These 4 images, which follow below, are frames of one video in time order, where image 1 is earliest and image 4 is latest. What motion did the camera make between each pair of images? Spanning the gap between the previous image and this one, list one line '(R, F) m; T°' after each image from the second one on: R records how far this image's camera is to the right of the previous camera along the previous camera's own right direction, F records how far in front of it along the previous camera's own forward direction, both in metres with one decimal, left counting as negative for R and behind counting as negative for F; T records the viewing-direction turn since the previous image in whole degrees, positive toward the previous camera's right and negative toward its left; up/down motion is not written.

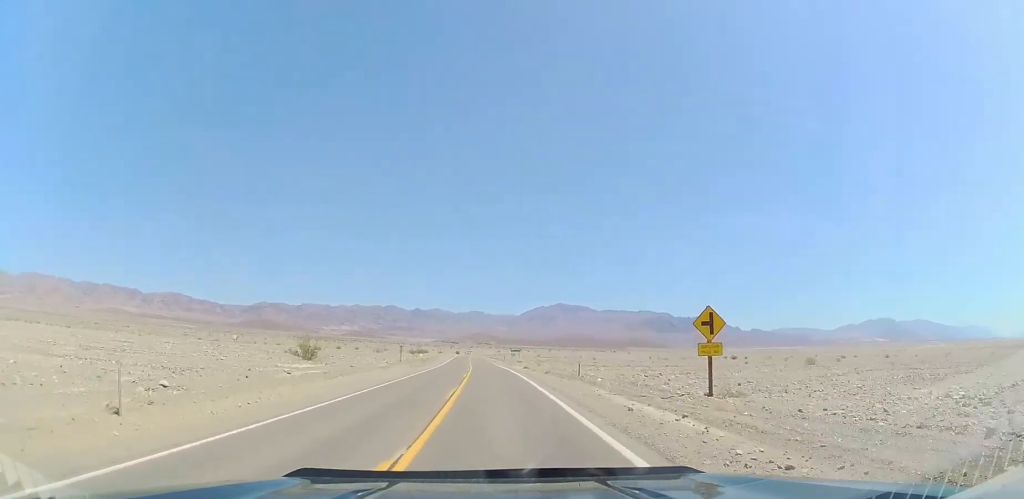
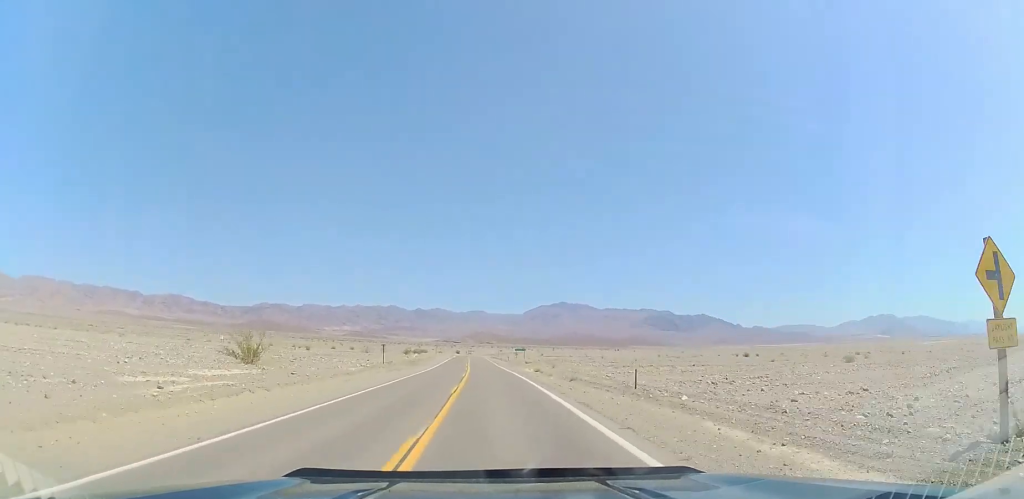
(0.0, +12.5) m; -1°
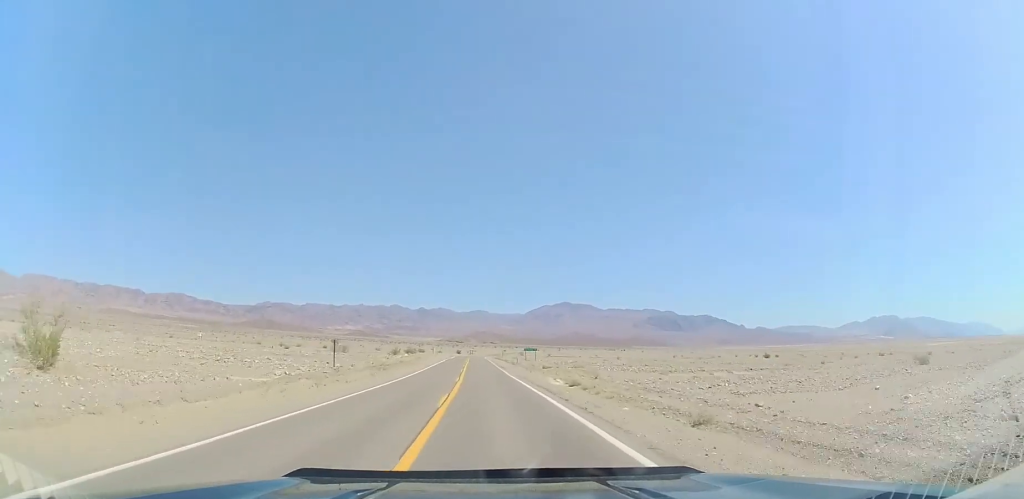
(-0.3, +19.2) m; -1°
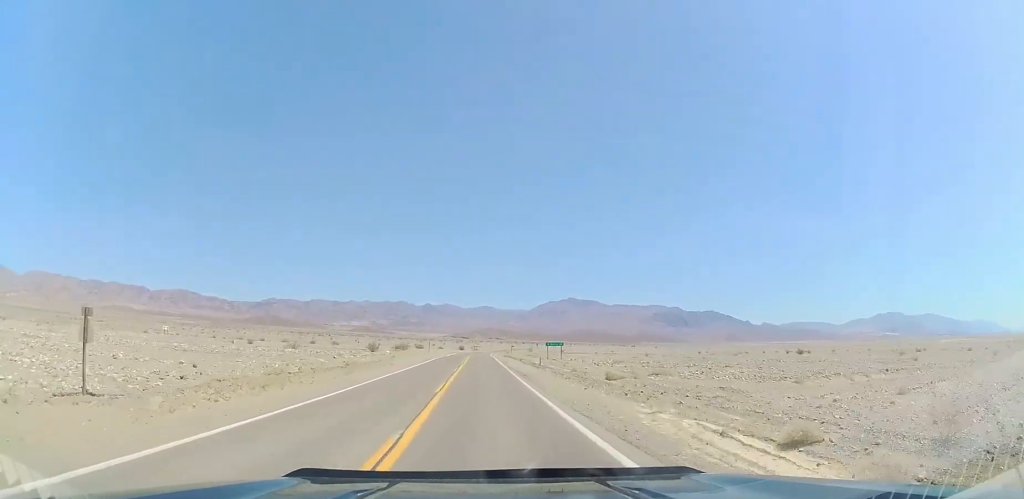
(-0.1, +26.8) m; 0°
